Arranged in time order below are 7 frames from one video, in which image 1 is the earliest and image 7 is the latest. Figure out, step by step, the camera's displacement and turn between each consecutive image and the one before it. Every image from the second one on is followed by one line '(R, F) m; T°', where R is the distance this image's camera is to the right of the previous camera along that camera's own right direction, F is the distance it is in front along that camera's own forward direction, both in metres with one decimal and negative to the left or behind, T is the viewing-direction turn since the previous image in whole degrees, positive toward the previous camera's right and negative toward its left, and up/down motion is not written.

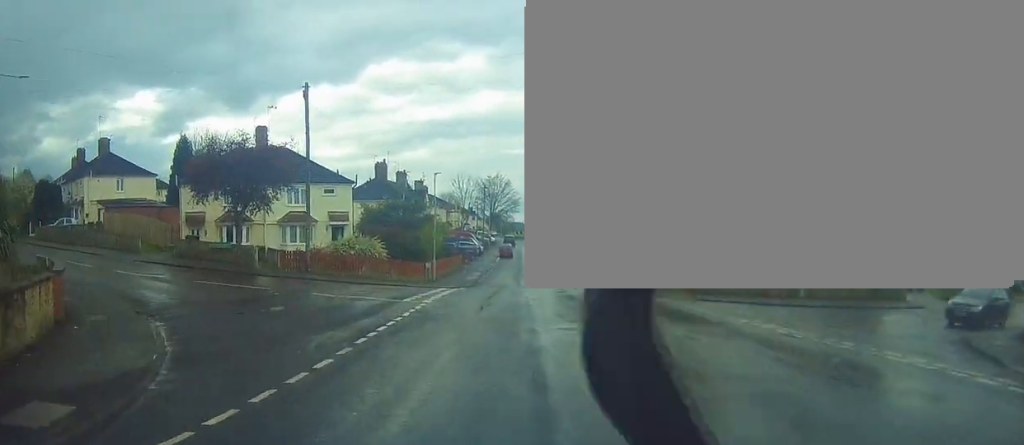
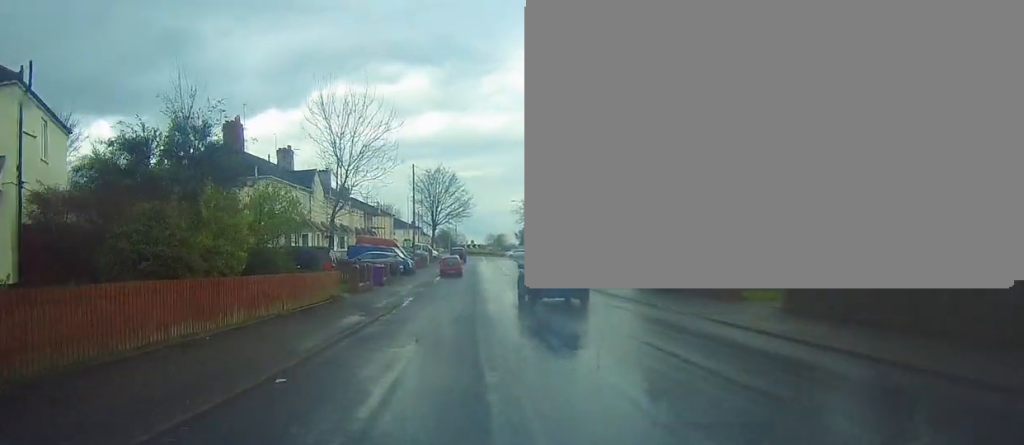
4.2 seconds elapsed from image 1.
(+2.0, +31.0) m; +3°
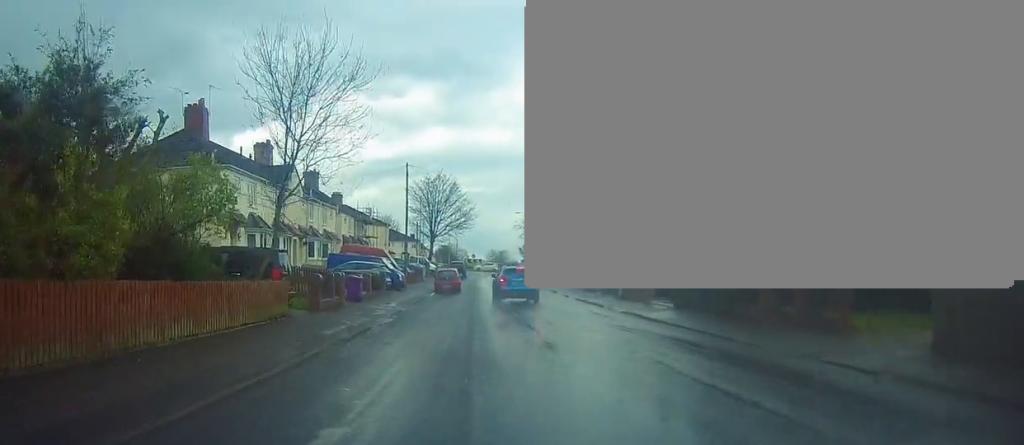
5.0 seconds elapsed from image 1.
(+0.1, +6.6) m; 0°
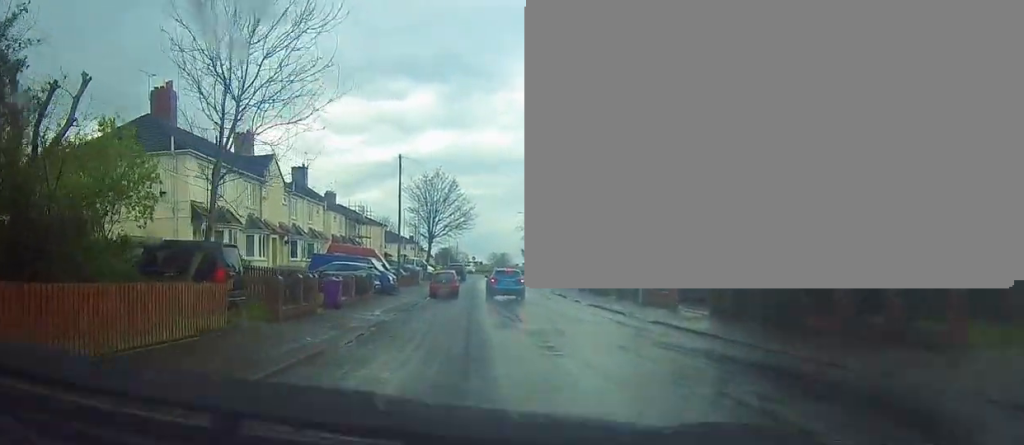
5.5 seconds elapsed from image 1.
(0.0, +4.3) m; 0°
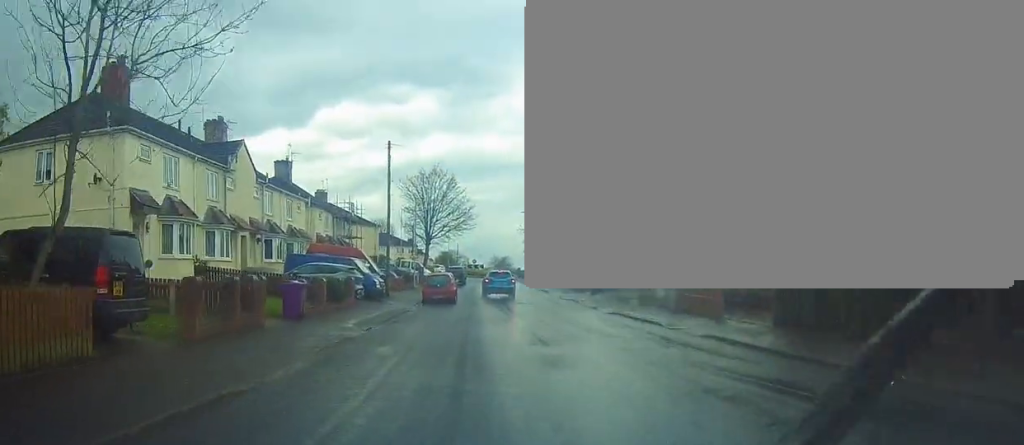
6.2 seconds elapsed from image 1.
(0.0, +5.1) m; +1°
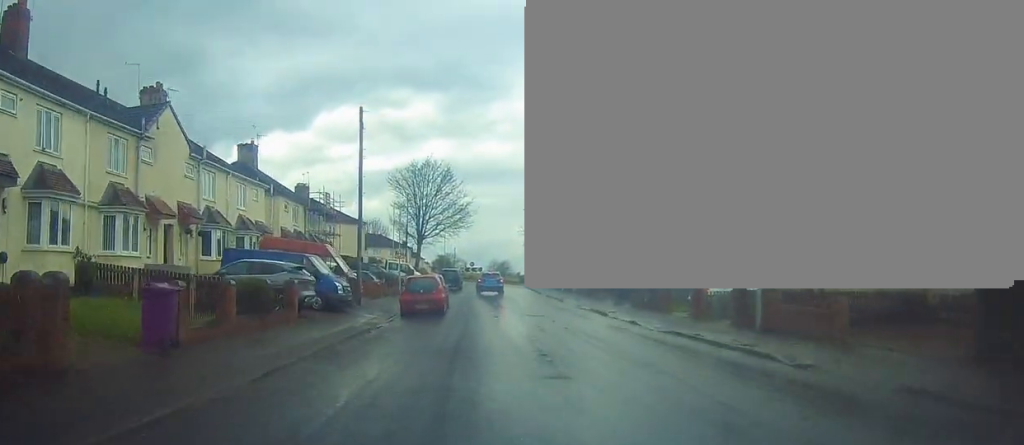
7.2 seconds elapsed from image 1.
(+0.2, +8.4) m; +3°
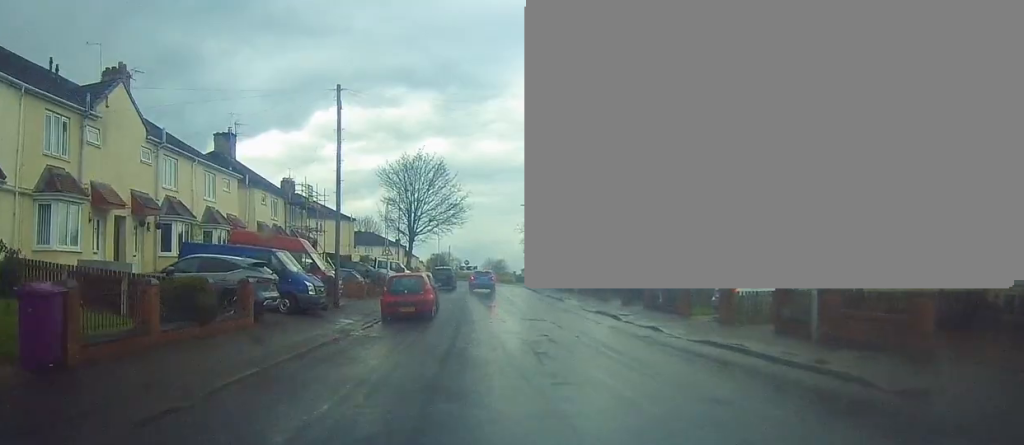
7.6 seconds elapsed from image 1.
(+0.2, +3.4) m; 0°
